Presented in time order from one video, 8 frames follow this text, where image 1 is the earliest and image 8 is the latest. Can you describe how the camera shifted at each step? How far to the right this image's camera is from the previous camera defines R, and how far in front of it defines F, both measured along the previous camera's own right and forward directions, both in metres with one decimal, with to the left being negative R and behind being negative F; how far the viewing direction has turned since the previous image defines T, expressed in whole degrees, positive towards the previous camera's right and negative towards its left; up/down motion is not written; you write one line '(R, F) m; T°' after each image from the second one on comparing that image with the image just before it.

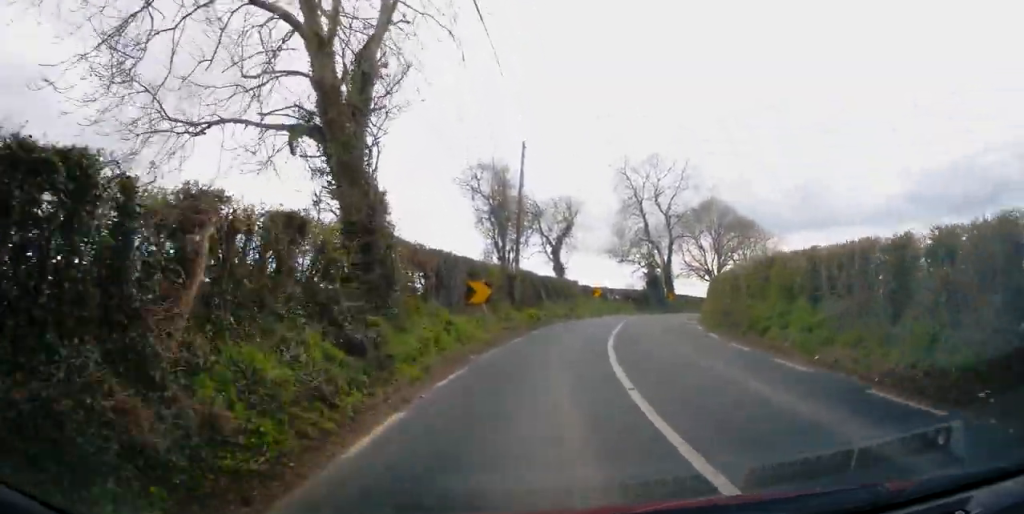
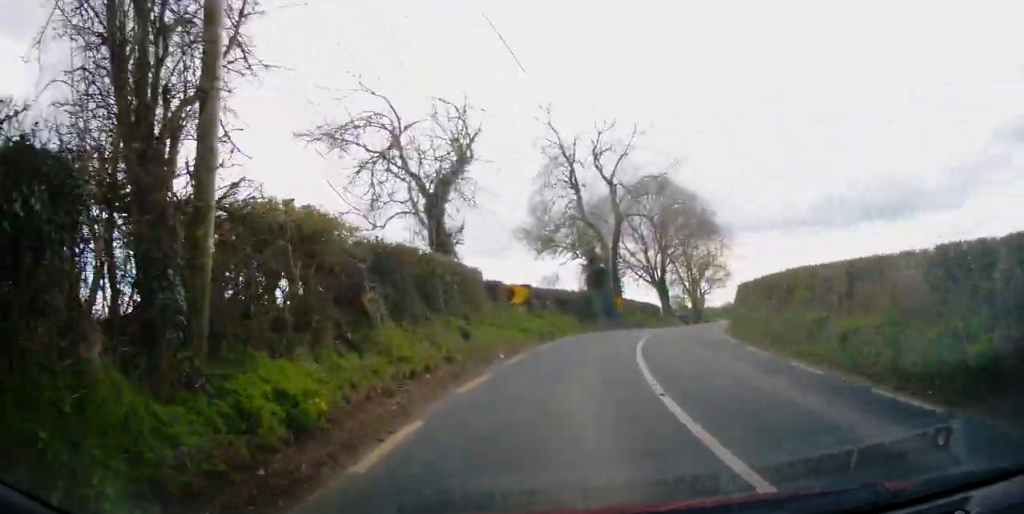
(+1.5, +20.5) m; +9°
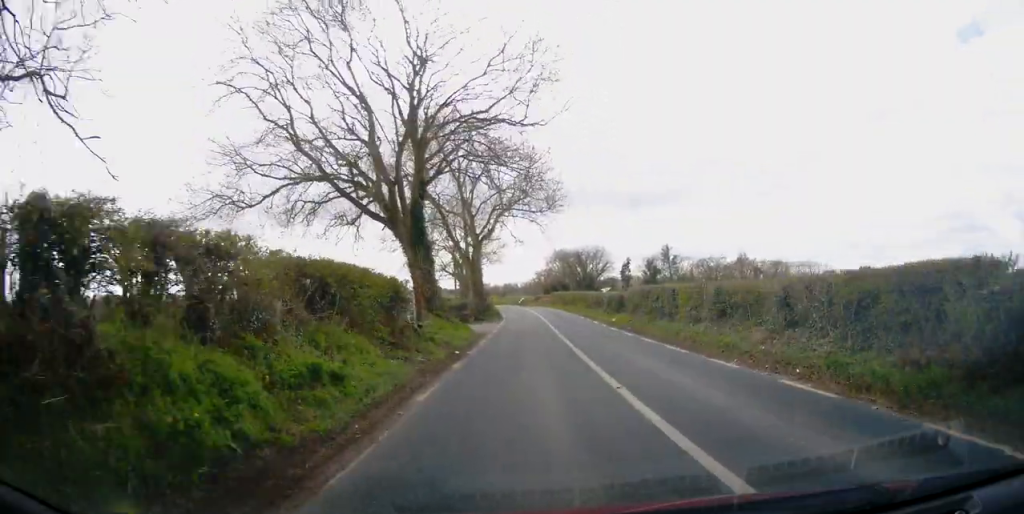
(+7.8, +37.6) m; +23°
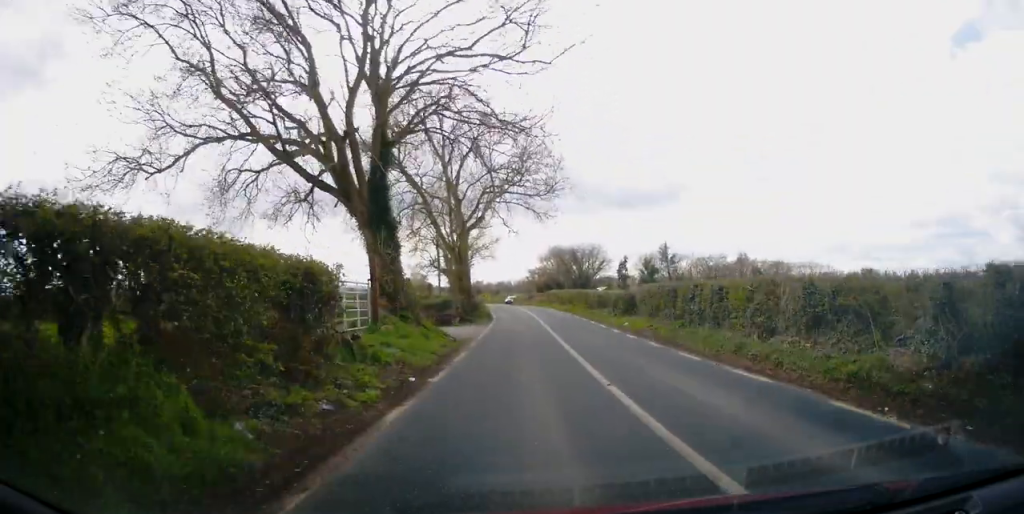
(+0.1, +5.7) m; +2°
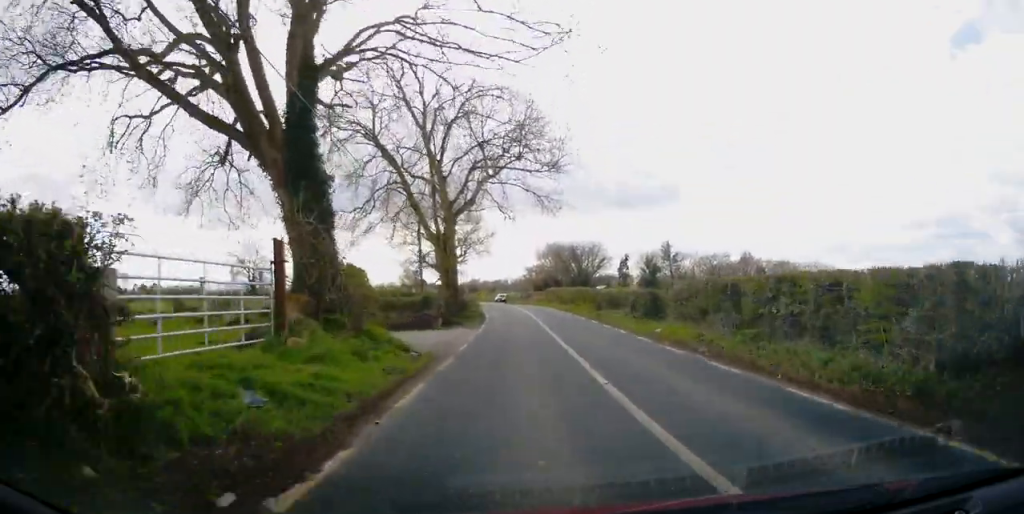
(+0.1, +6.5) m; 0°
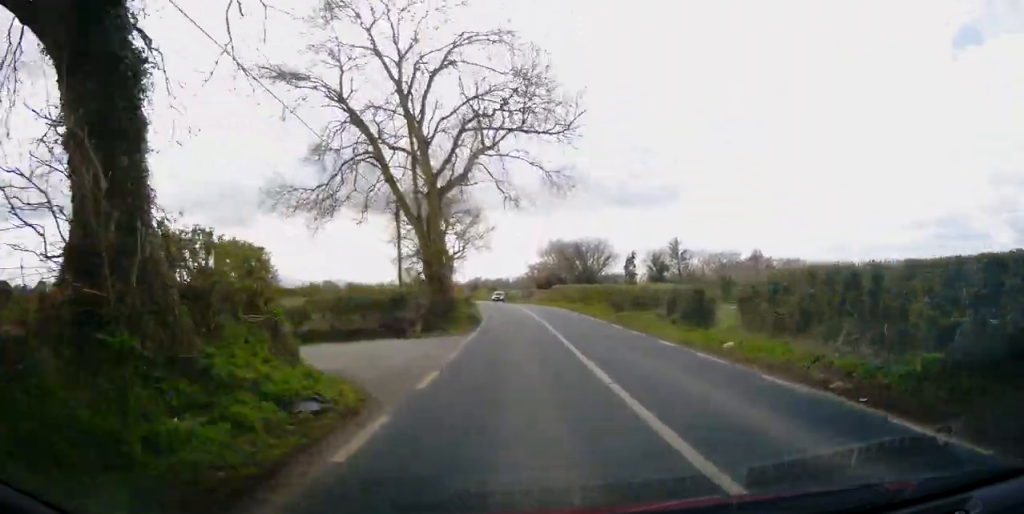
(+0.1, +6.6) m; 0°
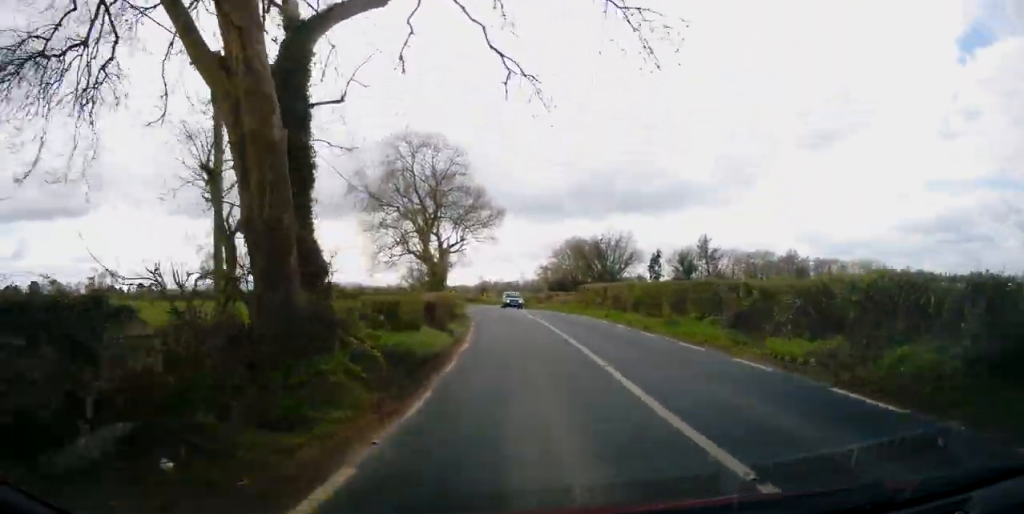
(-0.2, +17.3) m; -1°
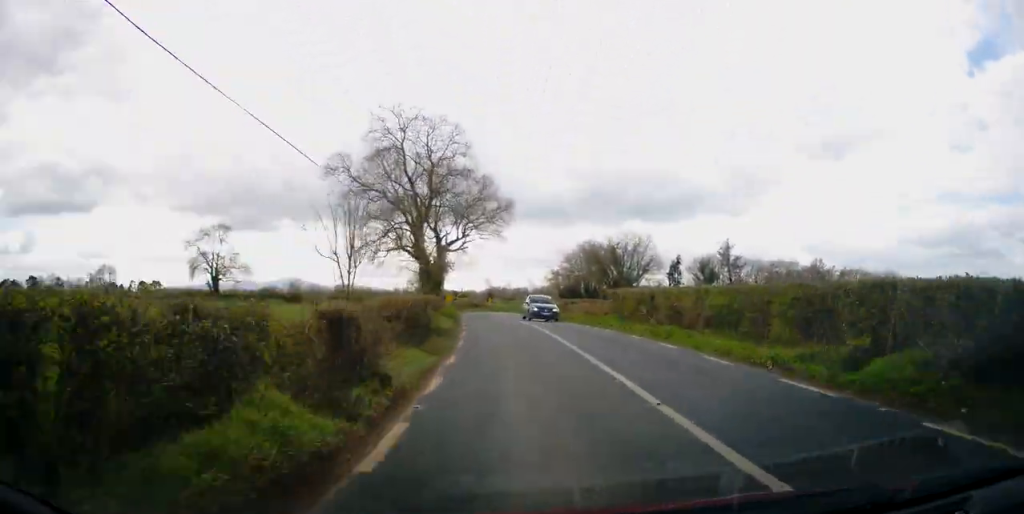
(0.0, +9.6) m; -1°
